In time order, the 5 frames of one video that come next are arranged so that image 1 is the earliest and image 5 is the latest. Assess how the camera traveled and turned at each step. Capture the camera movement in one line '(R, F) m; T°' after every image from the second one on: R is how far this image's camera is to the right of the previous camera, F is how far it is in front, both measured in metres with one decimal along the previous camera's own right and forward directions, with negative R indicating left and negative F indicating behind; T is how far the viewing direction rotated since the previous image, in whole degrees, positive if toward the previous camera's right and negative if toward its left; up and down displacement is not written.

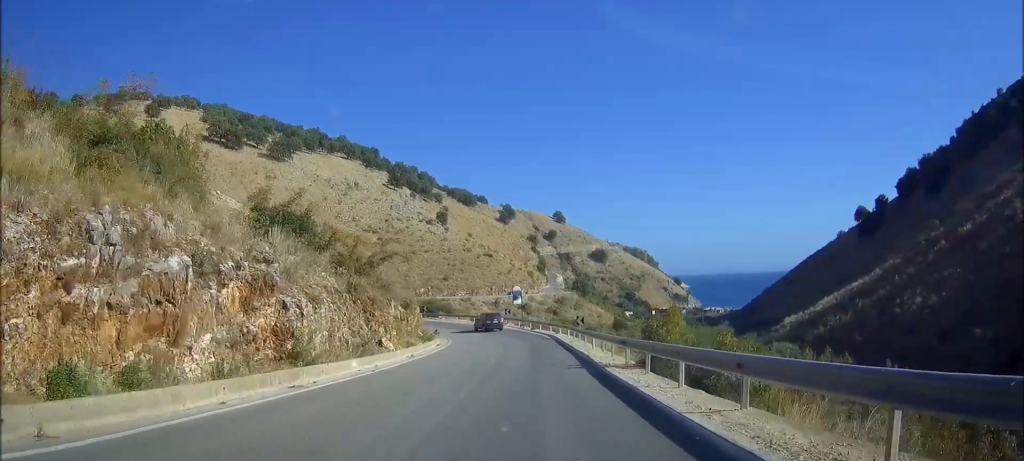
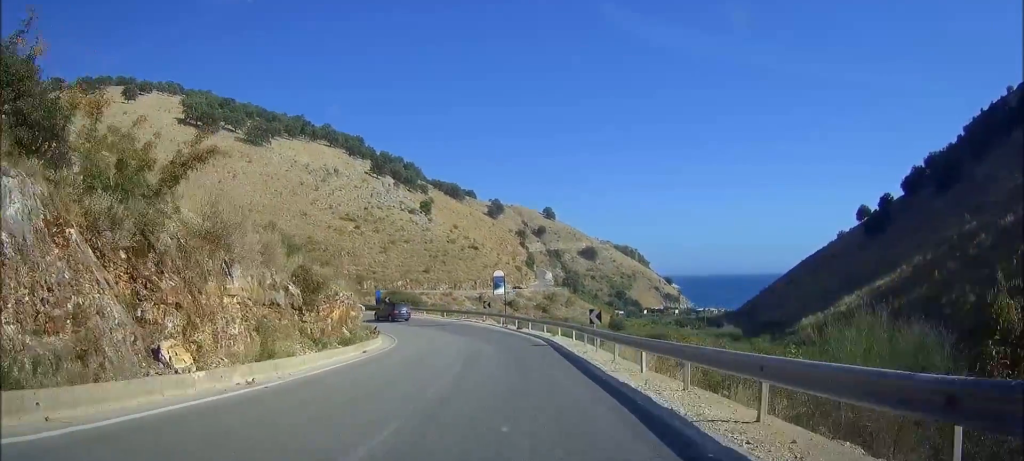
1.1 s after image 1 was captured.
(0.0, +16.8) m; 0°
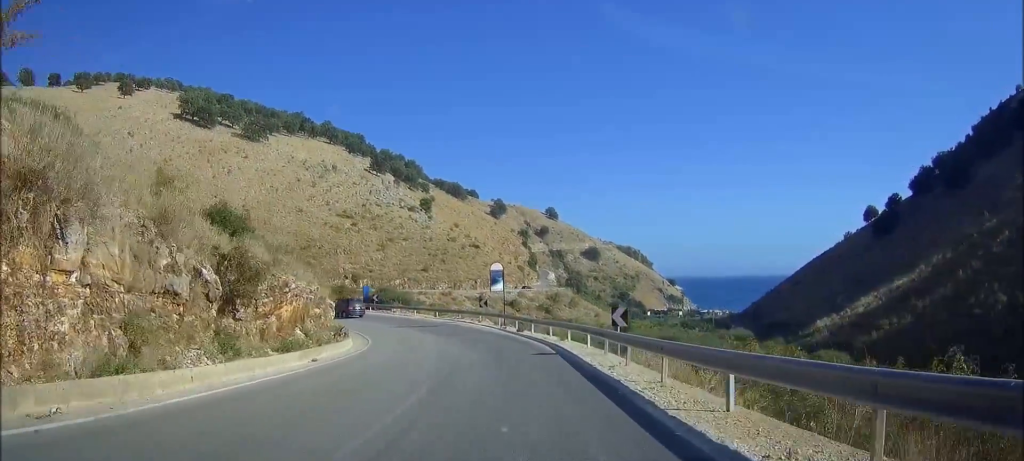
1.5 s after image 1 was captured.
(0.0, +6.6) m; 0°
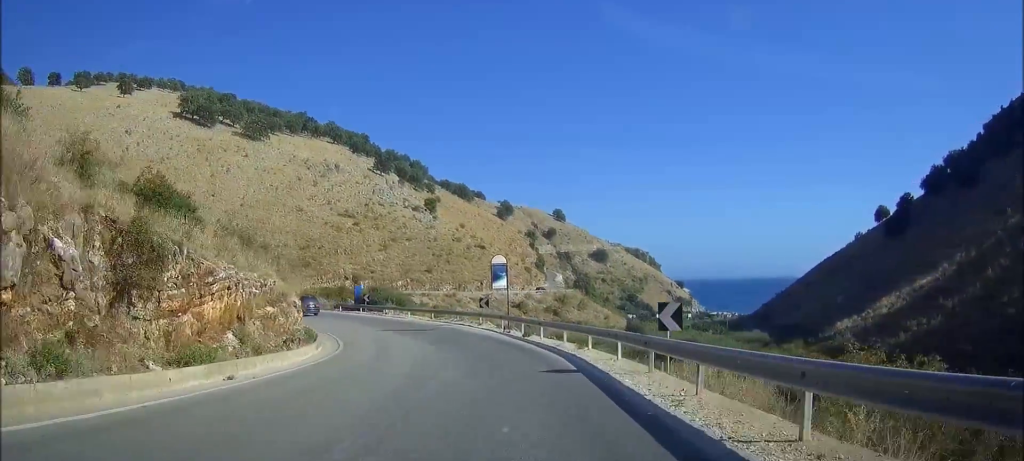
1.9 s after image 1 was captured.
(0.0, +6.5) m; 0°
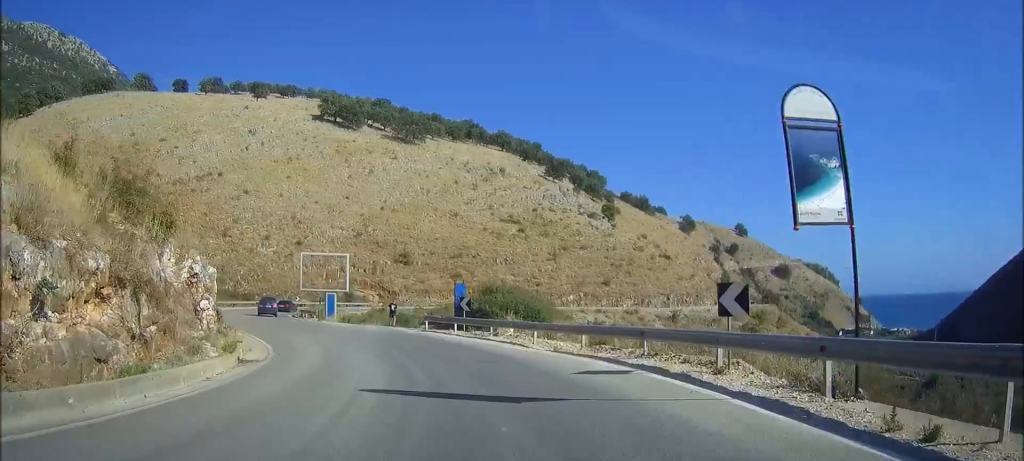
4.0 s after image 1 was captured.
(-0.4, +28.7) m; -12°
